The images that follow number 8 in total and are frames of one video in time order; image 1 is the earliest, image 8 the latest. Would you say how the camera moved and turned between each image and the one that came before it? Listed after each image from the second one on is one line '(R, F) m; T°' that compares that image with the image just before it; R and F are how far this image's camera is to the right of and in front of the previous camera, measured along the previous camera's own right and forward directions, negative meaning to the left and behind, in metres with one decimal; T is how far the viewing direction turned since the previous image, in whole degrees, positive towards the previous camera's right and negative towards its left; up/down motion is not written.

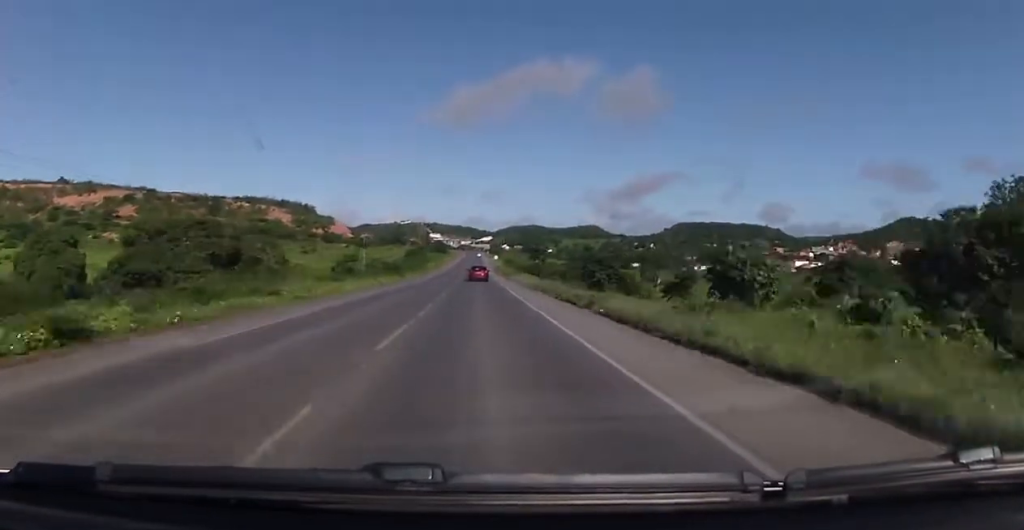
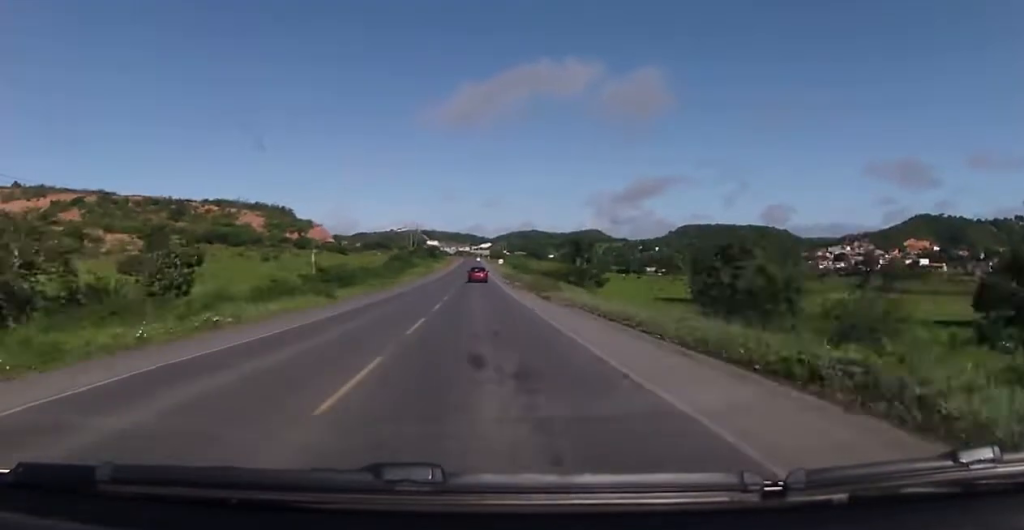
(+0.4, +37.1) m; 0°
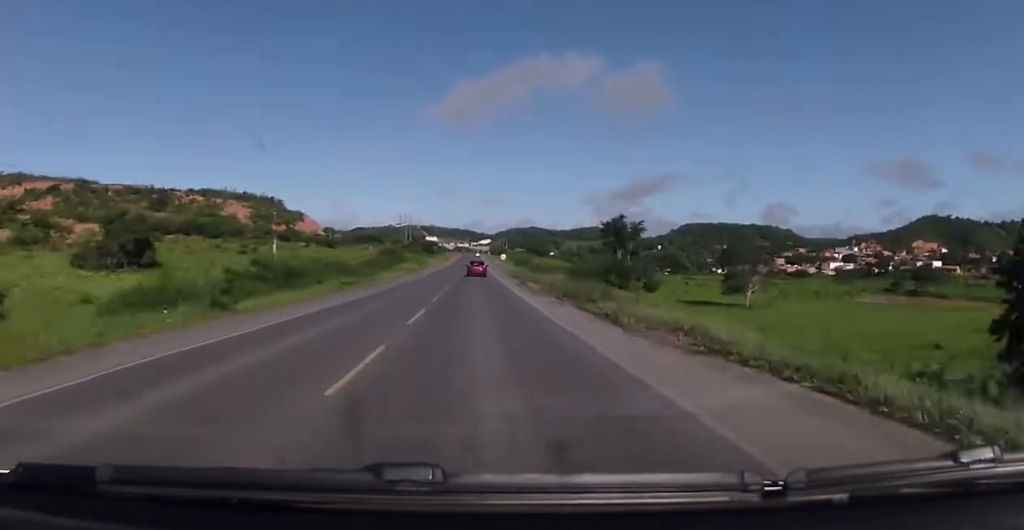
(-0.2, +15.9) m; 0°
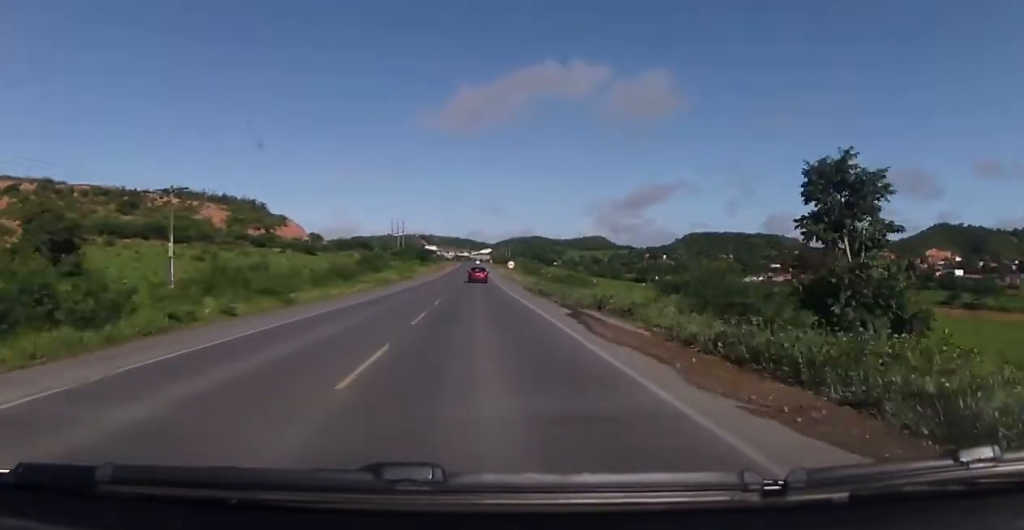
(-0.1, +24.3) m; 0°
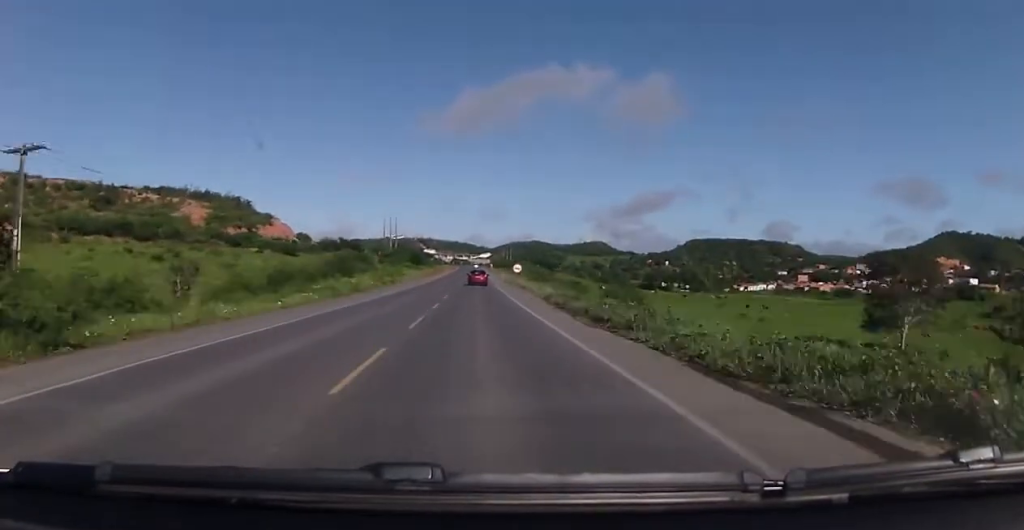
(+0.1, +16.8) m; 0°
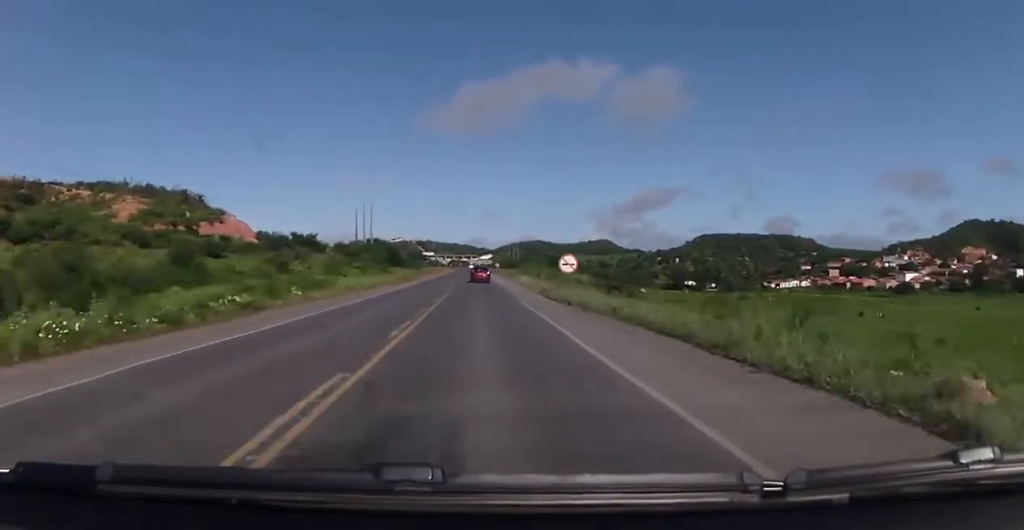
(0.0, +43.5) m; -1°
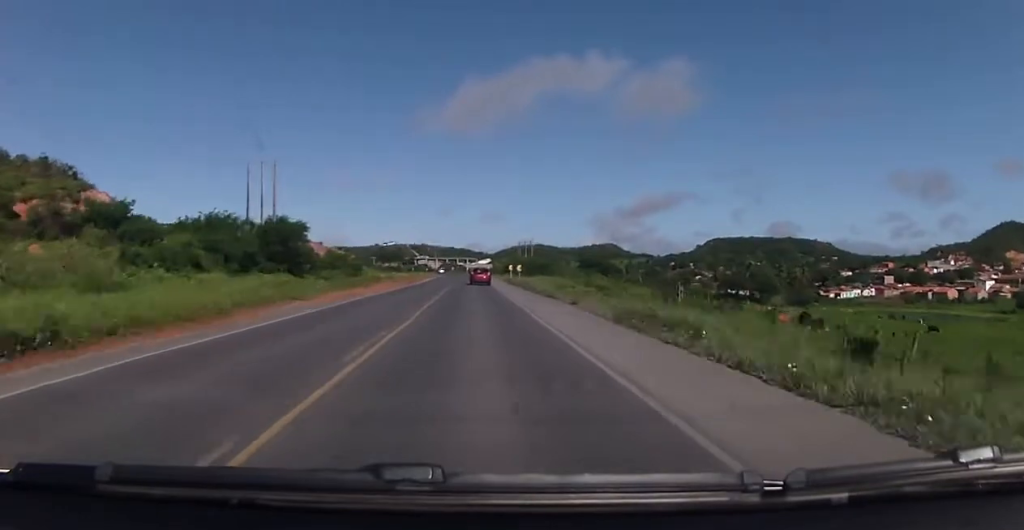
(-0.4, +69.4) m; 0°
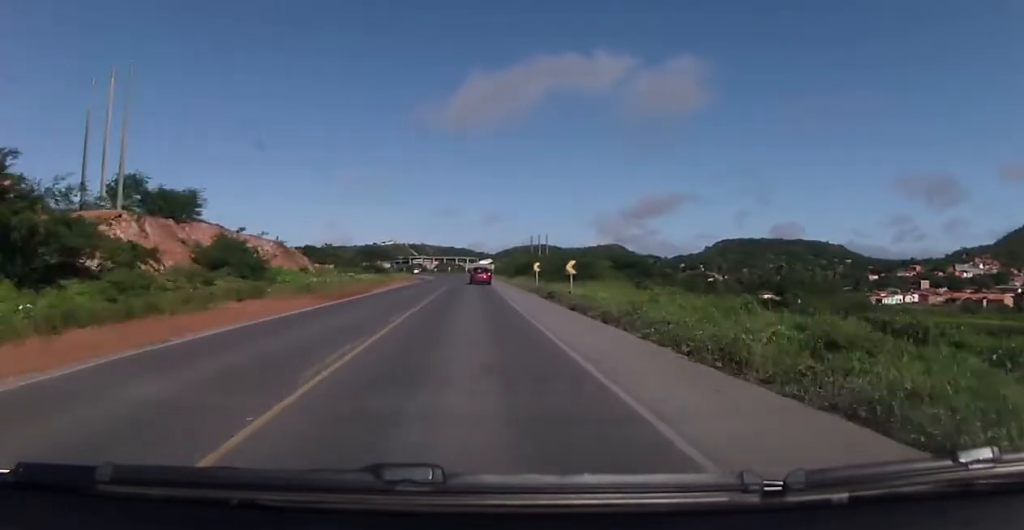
(+0.4, +35.7) m; +1°
